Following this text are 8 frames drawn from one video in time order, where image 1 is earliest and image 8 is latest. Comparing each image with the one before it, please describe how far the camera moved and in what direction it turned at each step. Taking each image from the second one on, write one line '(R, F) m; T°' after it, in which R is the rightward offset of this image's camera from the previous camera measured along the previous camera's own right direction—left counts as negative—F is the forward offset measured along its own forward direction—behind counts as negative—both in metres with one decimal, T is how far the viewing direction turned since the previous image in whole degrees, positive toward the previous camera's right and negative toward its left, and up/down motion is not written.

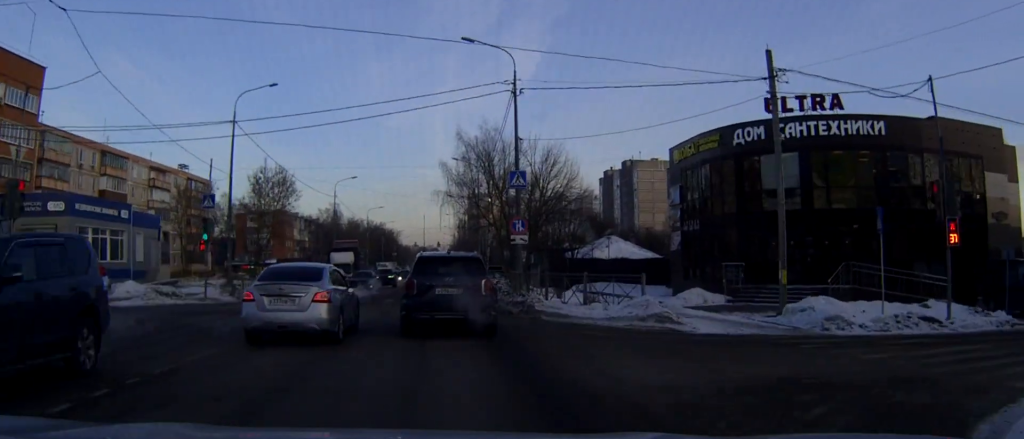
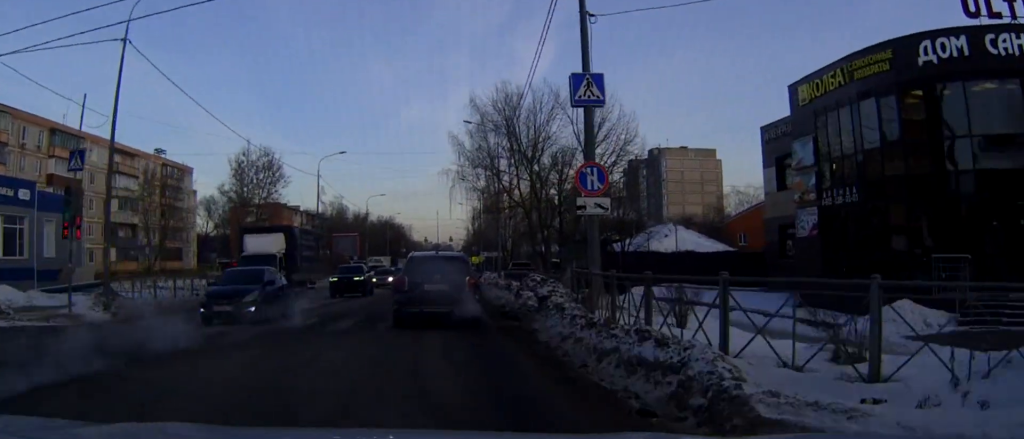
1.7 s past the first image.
(+0.3, +15.0) m; 0°
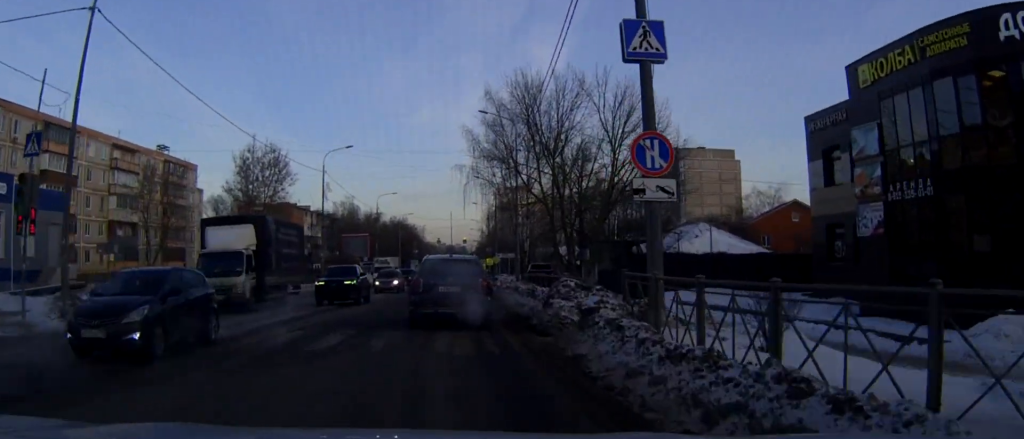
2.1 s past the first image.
(0.0, +3.7) m; -1°
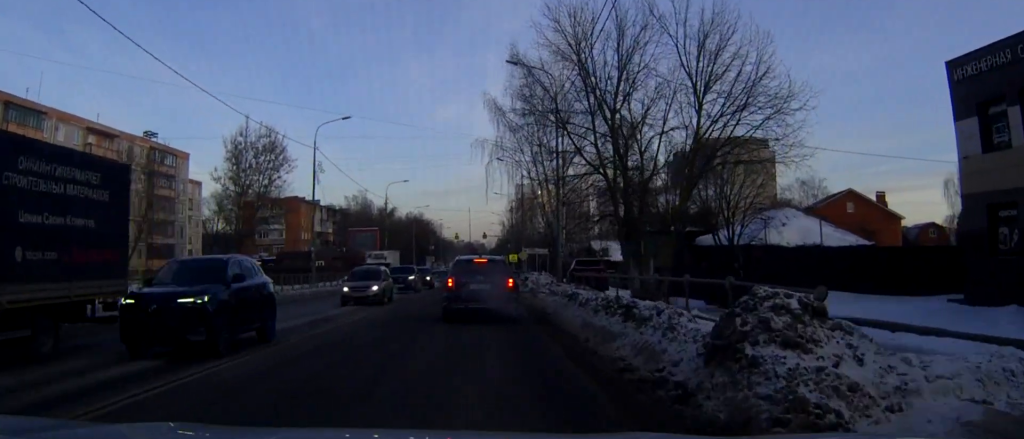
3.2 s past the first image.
(-0.2, +10.6) m; -2°
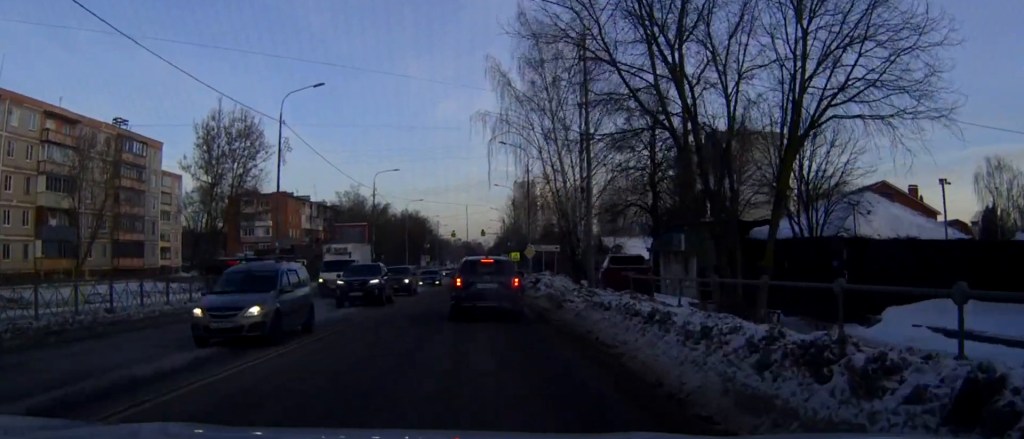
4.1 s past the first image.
(-0.1, +8.6) m; -1°
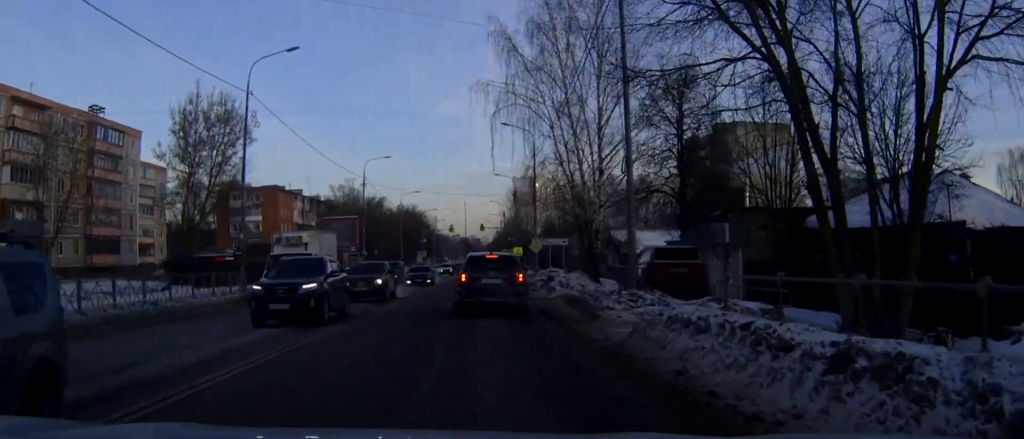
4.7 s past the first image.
(0.0, +6.1) m; 0°
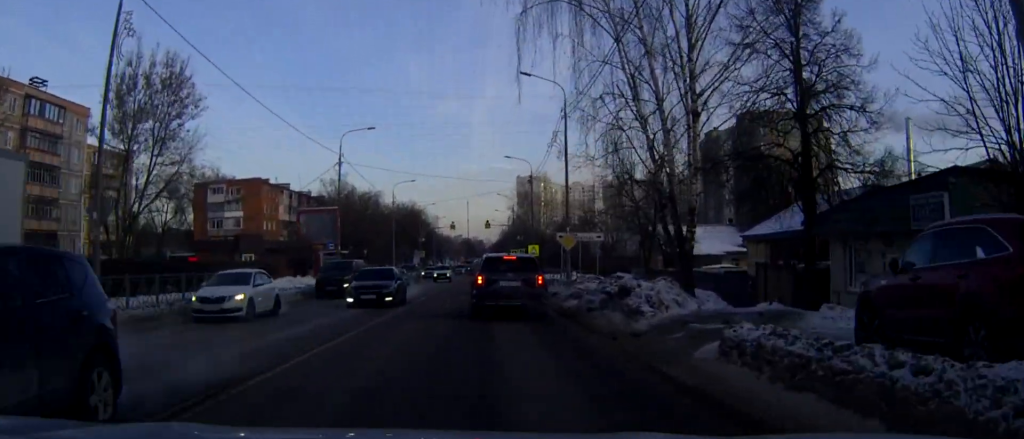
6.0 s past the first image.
(+0.1, +14.1) m; +2°
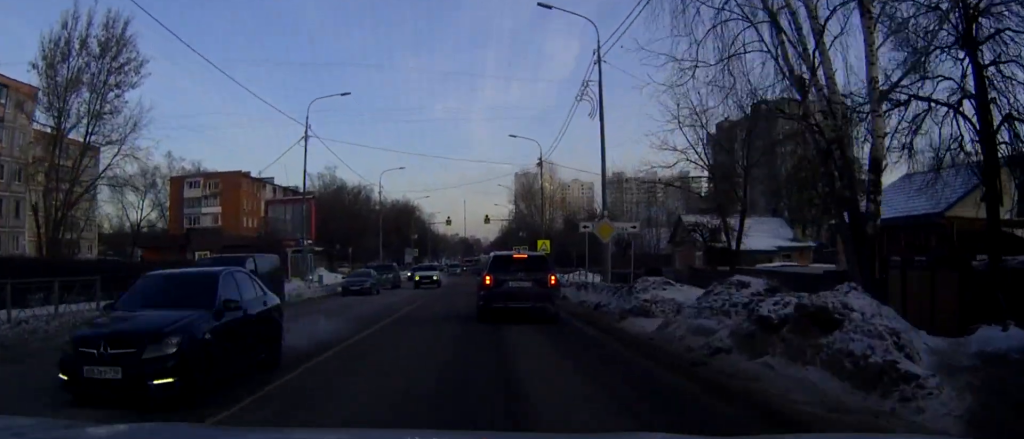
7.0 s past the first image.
(+0.2, +10.1) m; 0°
